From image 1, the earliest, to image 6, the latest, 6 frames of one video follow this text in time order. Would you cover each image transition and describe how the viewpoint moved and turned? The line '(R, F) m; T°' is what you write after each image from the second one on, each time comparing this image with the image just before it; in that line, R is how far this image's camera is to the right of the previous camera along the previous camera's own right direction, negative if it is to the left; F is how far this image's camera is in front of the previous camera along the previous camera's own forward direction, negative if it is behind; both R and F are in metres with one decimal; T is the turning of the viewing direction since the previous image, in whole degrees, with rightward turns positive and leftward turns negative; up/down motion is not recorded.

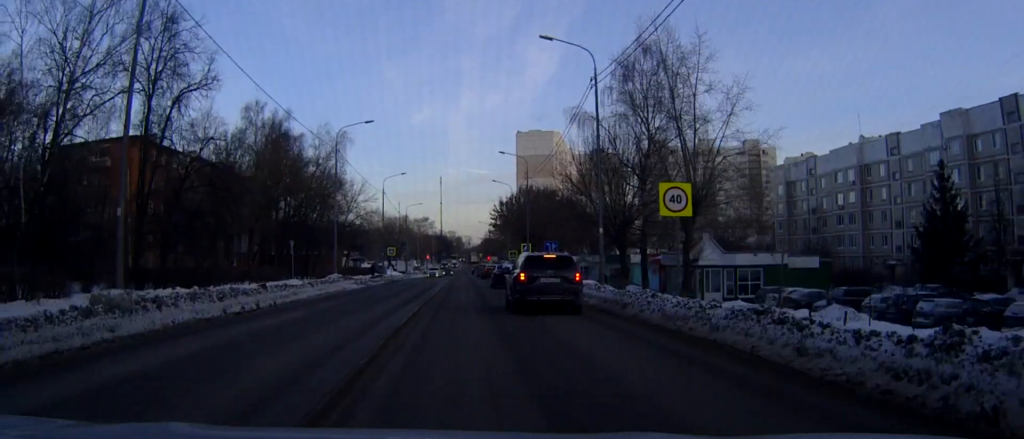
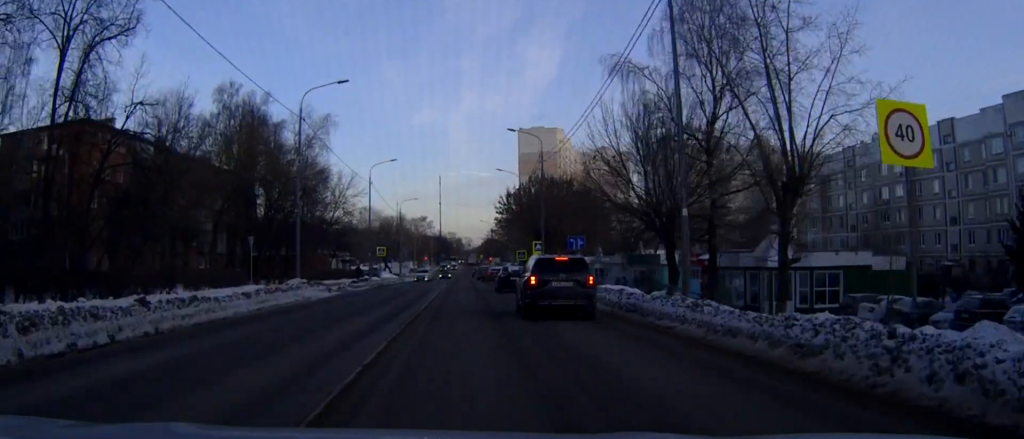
(+0.1, +11.4) m; +1°
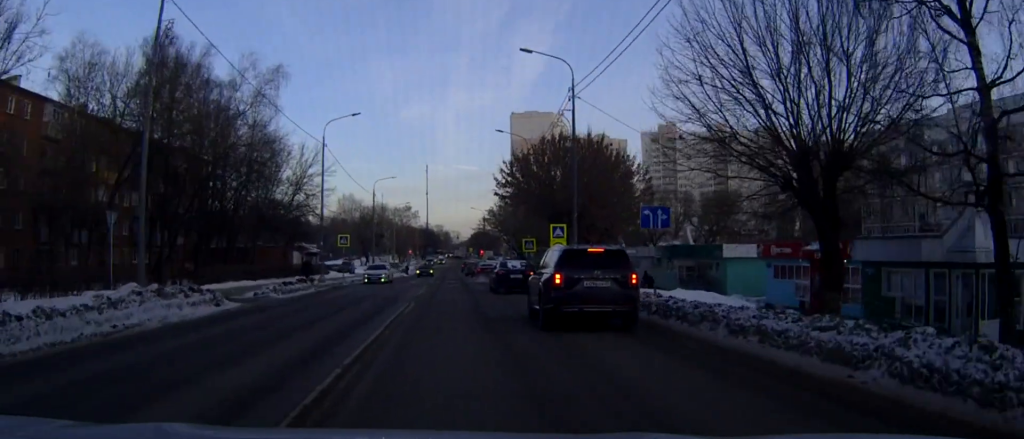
(+0.4, +18.1) m; +1°
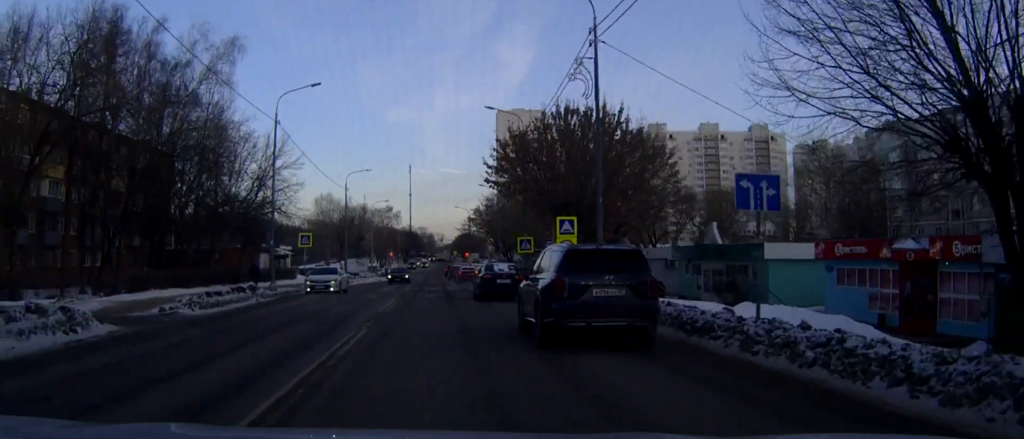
(-0.1, +8.9) m; 0°
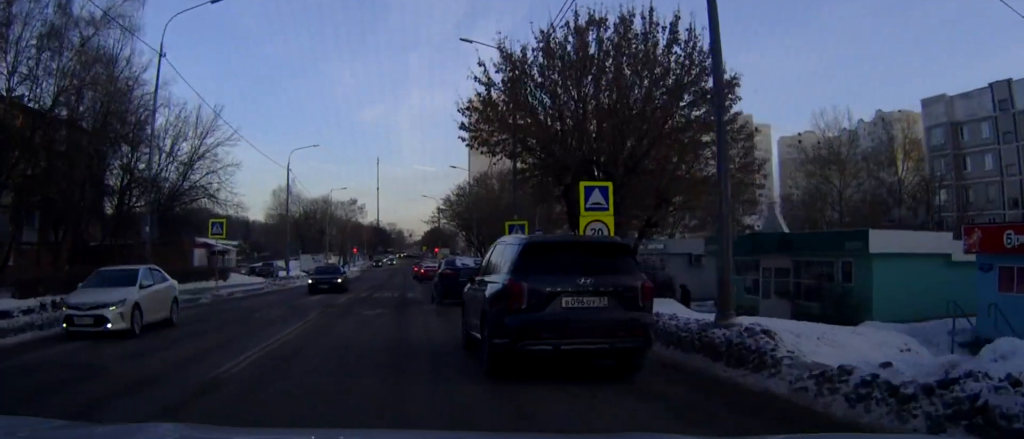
(+0.4, +12.7) m; +4°
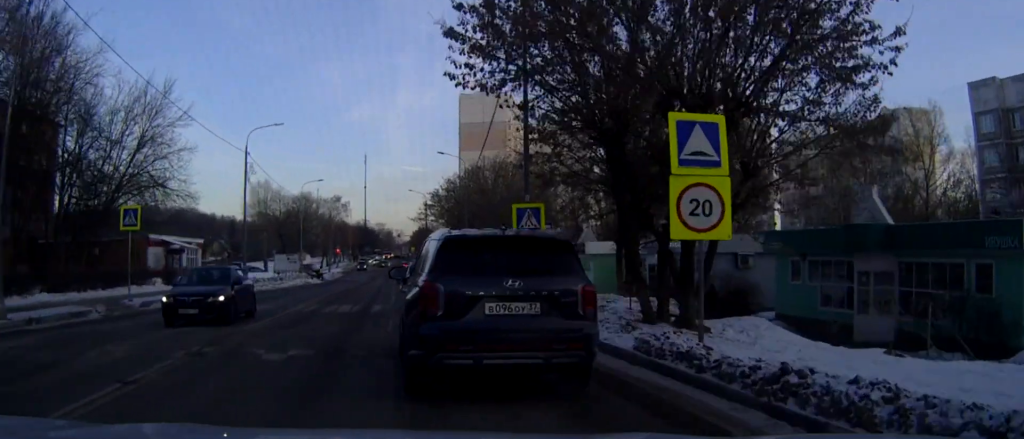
(+0.1, +9.6) m; 0°
